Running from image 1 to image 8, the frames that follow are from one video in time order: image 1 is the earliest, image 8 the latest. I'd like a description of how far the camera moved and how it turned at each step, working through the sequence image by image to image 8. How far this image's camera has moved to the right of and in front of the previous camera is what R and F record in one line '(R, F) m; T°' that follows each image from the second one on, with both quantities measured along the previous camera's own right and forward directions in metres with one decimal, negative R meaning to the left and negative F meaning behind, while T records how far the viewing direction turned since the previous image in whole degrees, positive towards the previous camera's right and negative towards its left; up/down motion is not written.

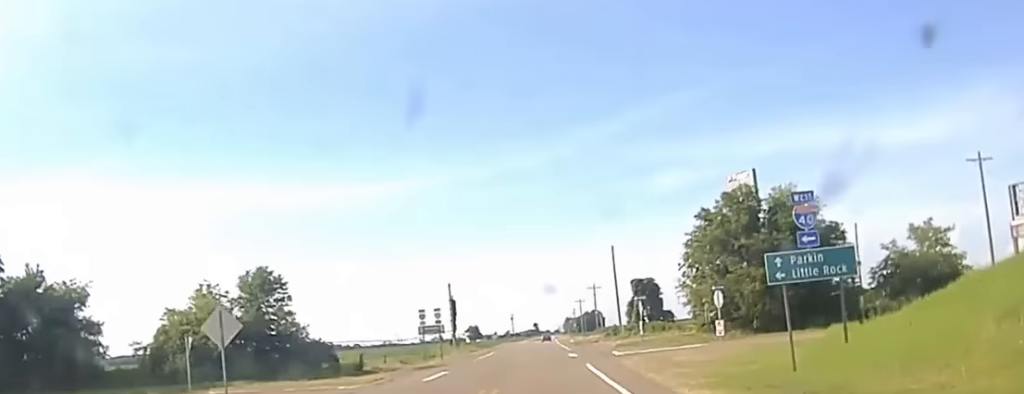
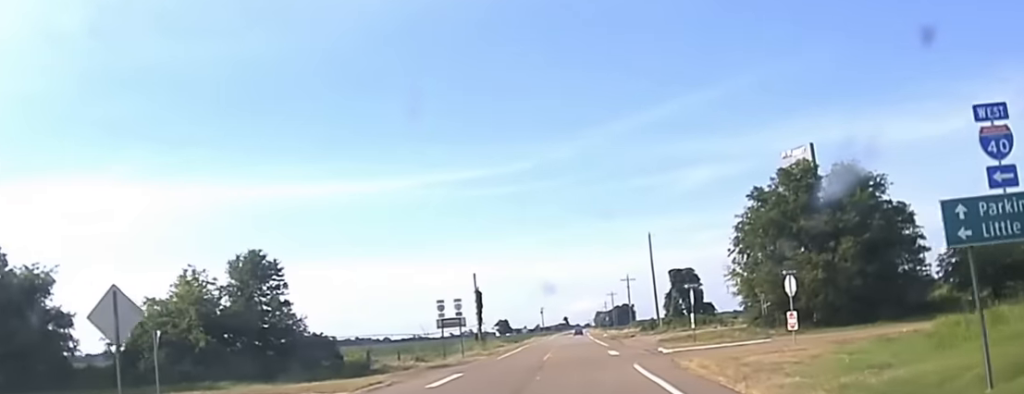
(-0.1, +8.6) m; -2°
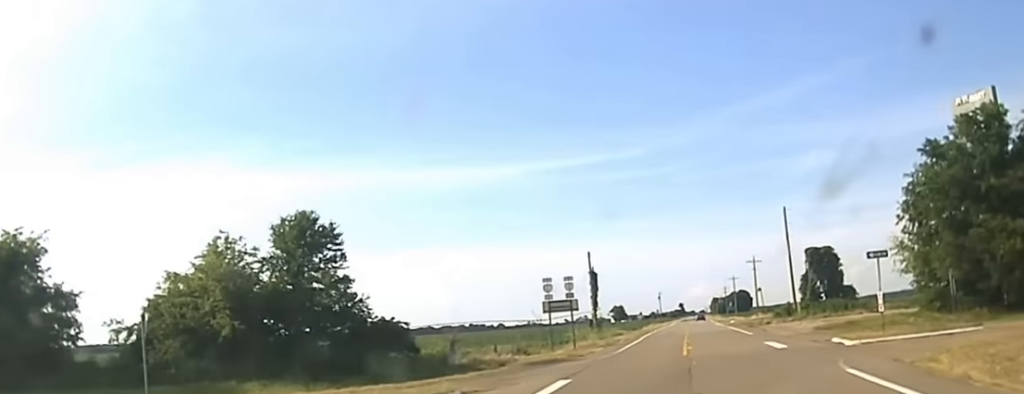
(-0.7, +14.4) m; -8°
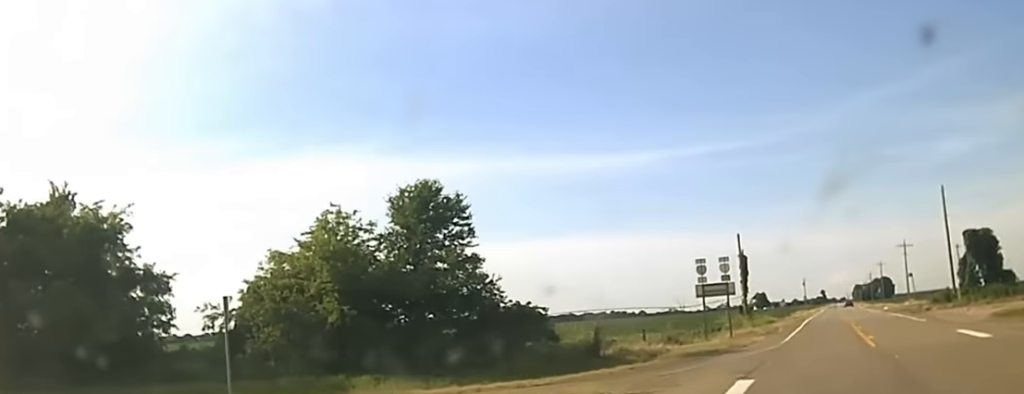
(-0.4, +7.2) m; -9°
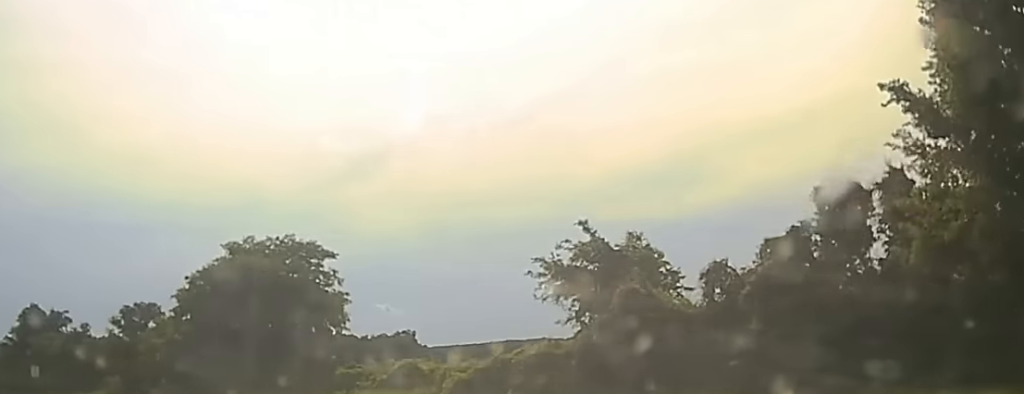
(-10.2, +18.7) m; -65°
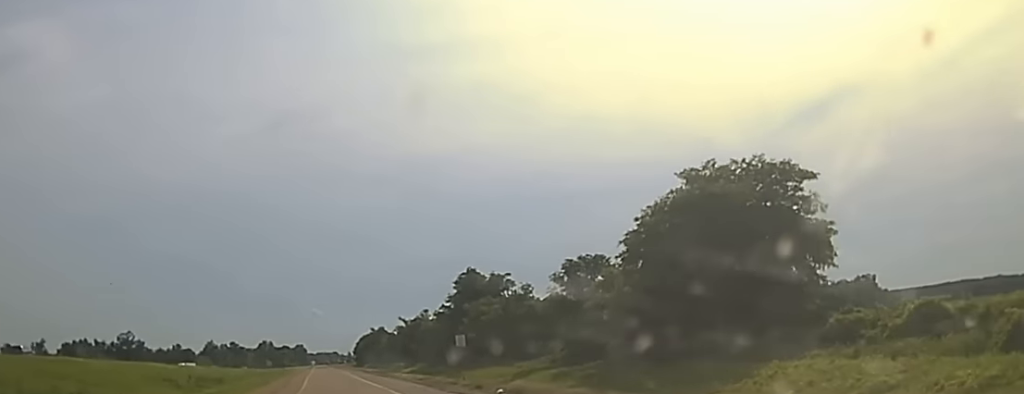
(-3.1, +11.7) m; -23°
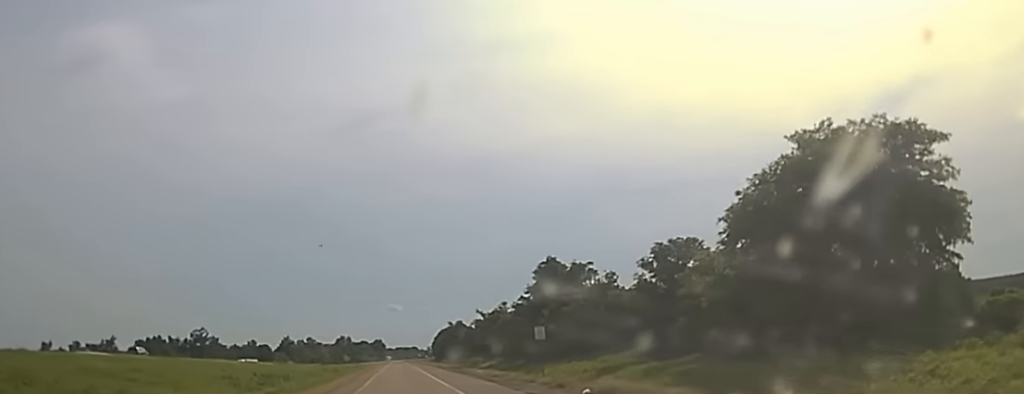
(-0.5, +7.1) m; -6°
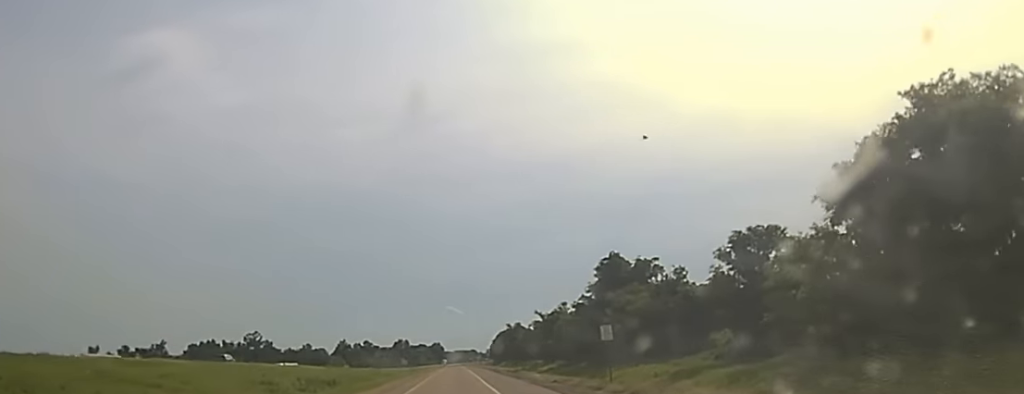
(0.0, +6.8) m; -4°
